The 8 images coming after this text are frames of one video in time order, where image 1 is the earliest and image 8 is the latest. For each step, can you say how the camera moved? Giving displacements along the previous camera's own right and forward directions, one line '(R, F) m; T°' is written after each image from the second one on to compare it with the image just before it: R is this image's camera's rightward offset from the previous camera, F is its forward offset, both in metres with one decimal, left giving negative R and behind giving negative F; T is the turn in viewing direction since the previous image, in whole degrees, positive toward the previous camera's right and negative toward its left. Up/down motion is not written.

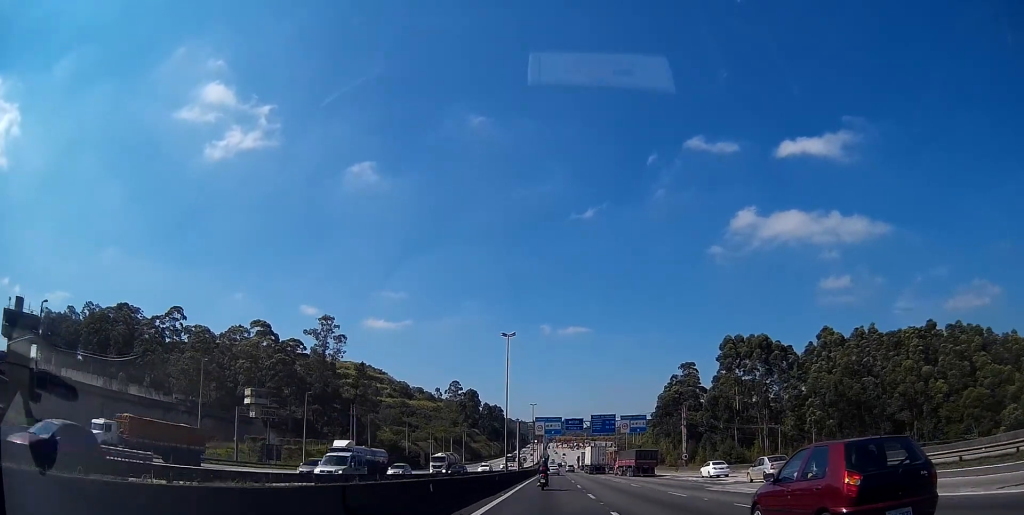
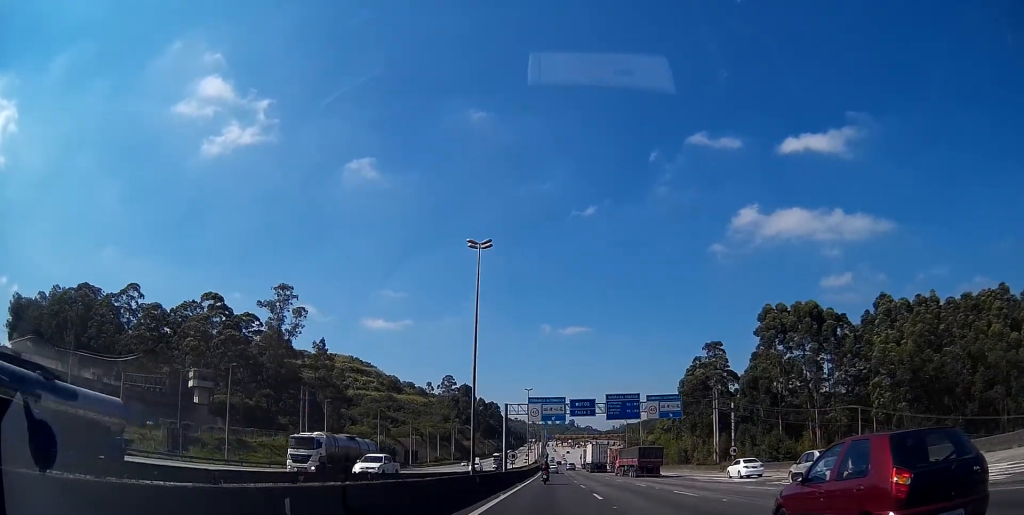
(-0.3, +27.8) m; 0°
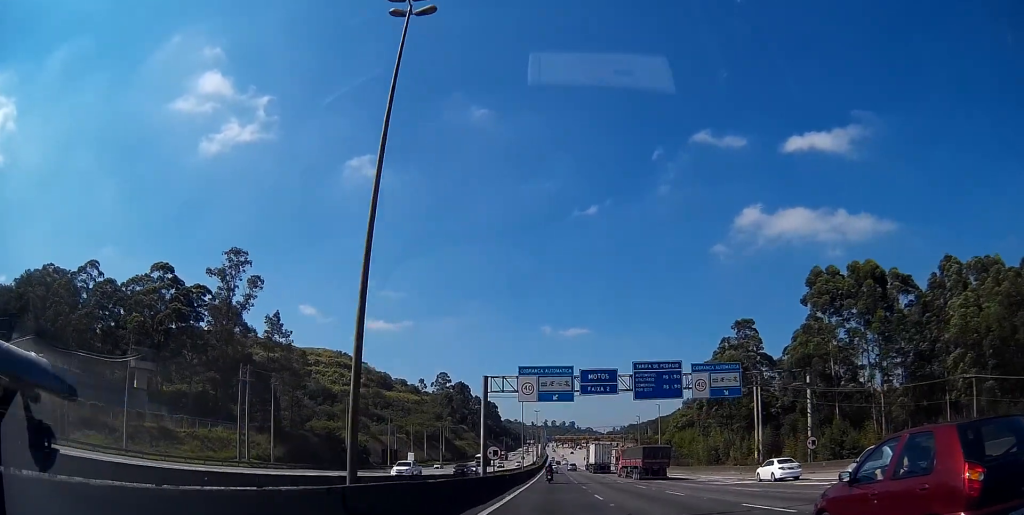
(+0.3, +23.8) m; 0°
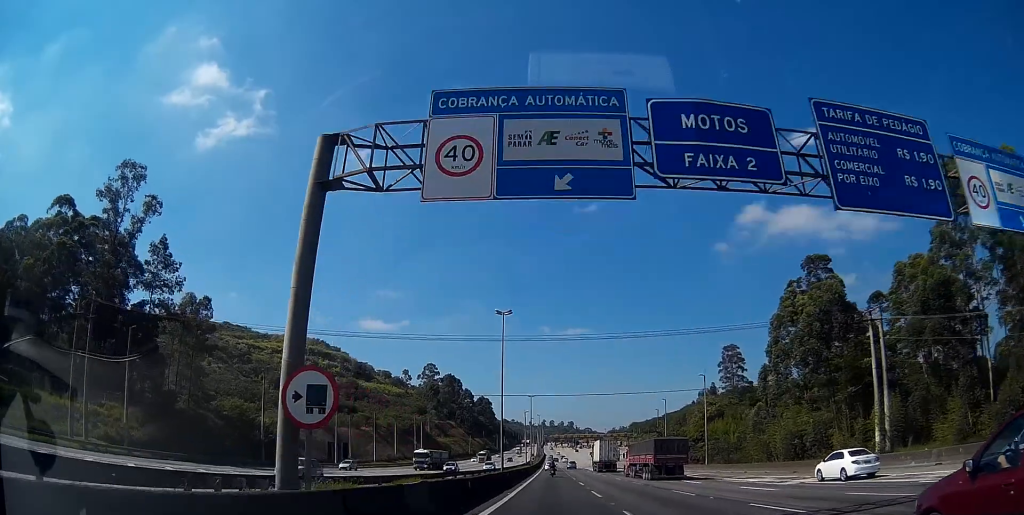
(-0.2, +38.3) m; 0°
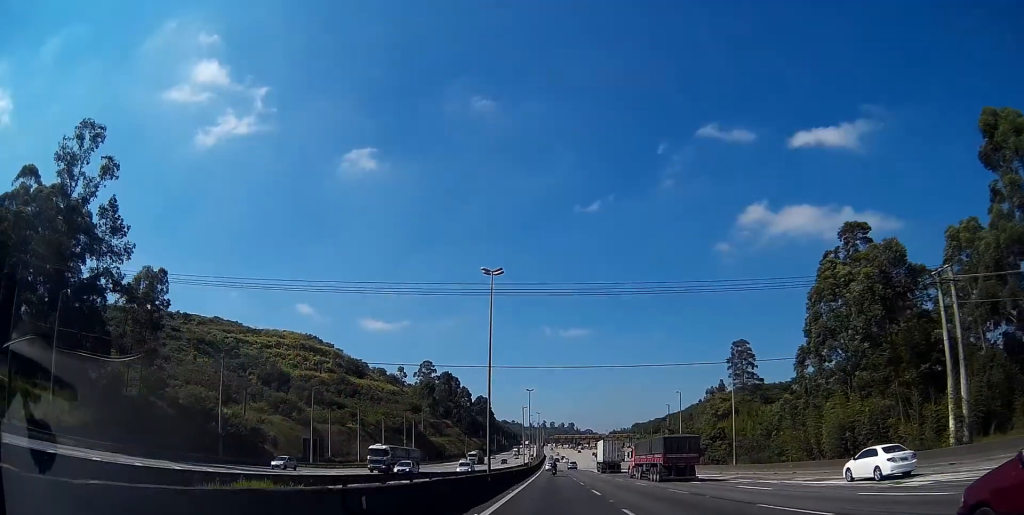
(+0.2, +13.5) m; 0°
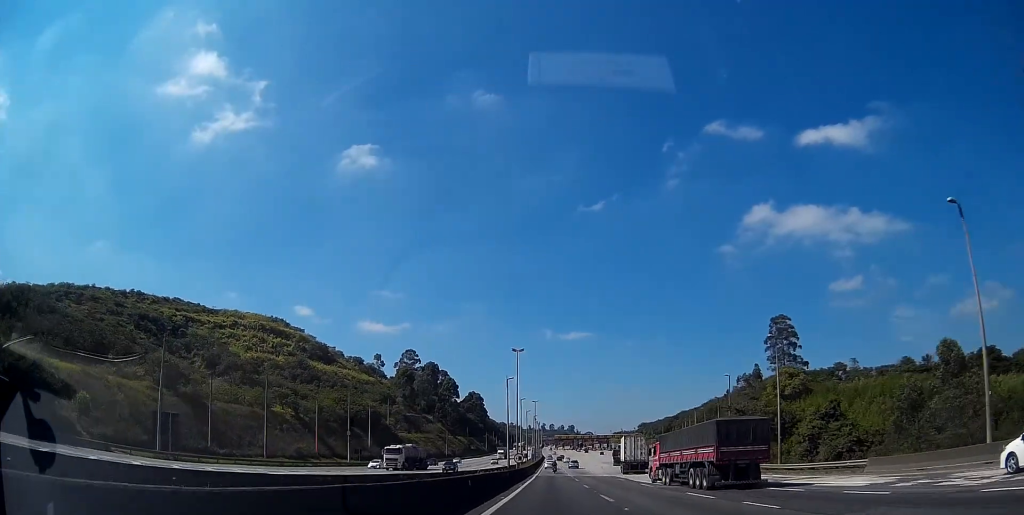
(+0.1, +49.1) m; 0°
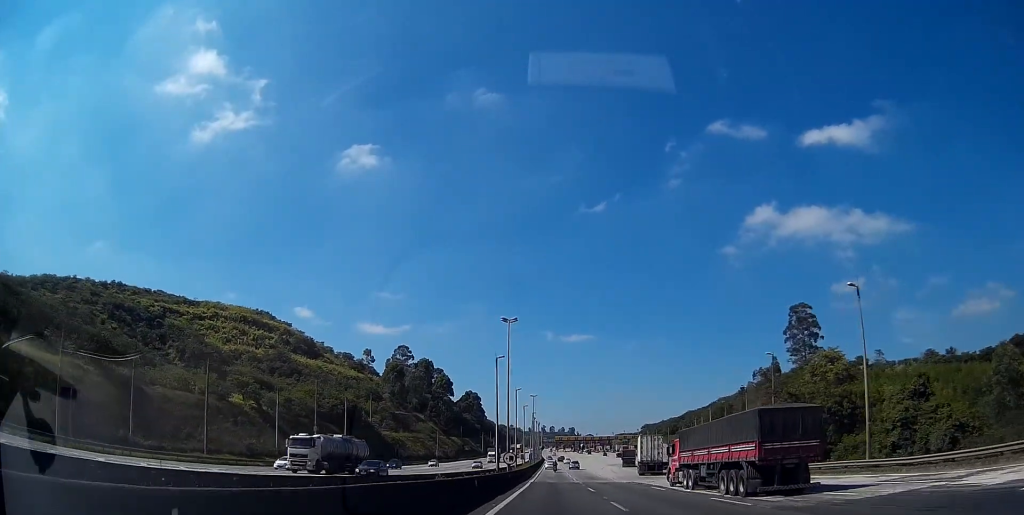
(+0.1, +16.8) m; 0°
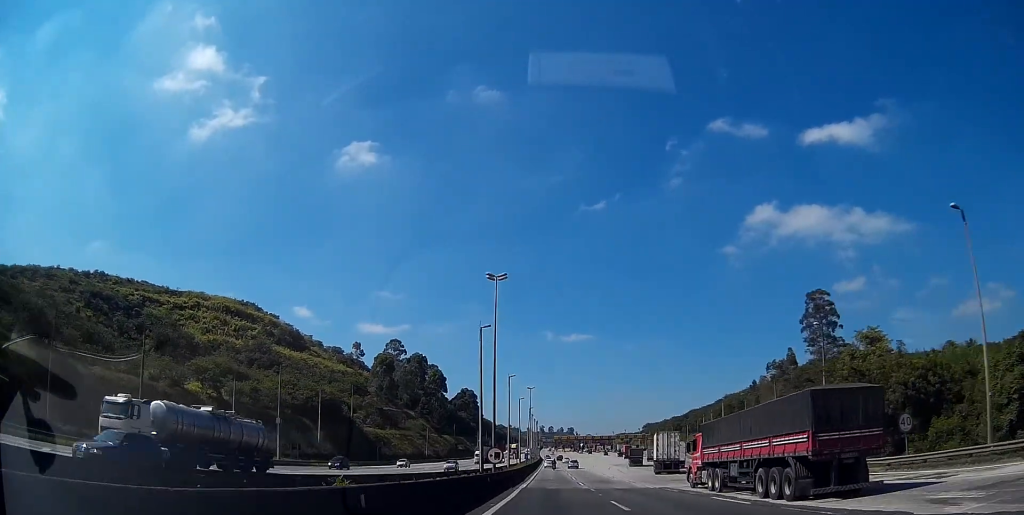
(0.0, +12.8) m; 0°
